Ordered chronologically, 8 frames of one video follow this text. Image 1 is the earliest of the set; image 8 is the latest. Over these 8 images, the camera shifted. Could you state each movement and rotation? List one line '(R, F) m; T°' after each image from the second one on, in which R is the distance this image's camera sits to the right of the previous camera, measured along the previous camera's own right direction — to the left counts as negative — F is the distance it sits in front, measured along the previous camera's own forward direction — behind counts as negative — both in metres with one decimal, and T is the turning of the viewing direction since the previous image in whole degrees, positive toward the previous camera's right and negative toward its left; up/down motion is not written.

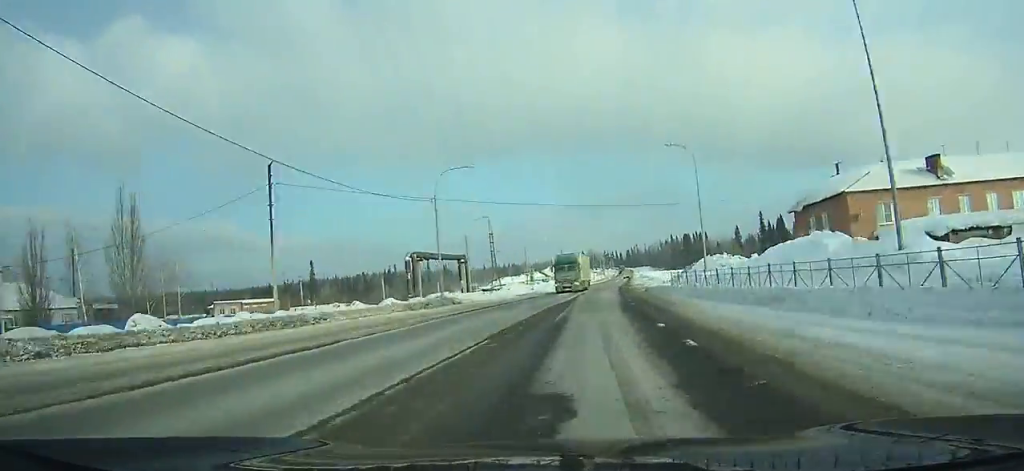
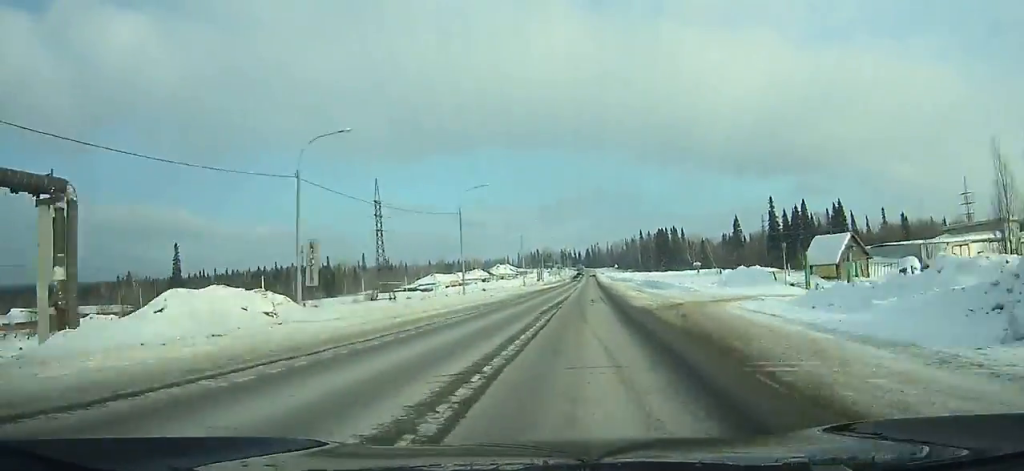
(+2.7, +65.7) m; +4°
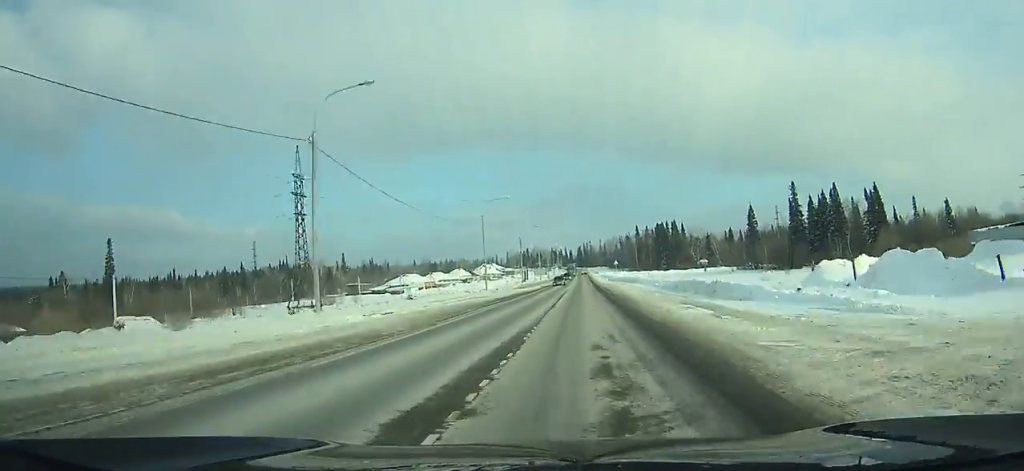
(+0.2, +27.8) m; +1°
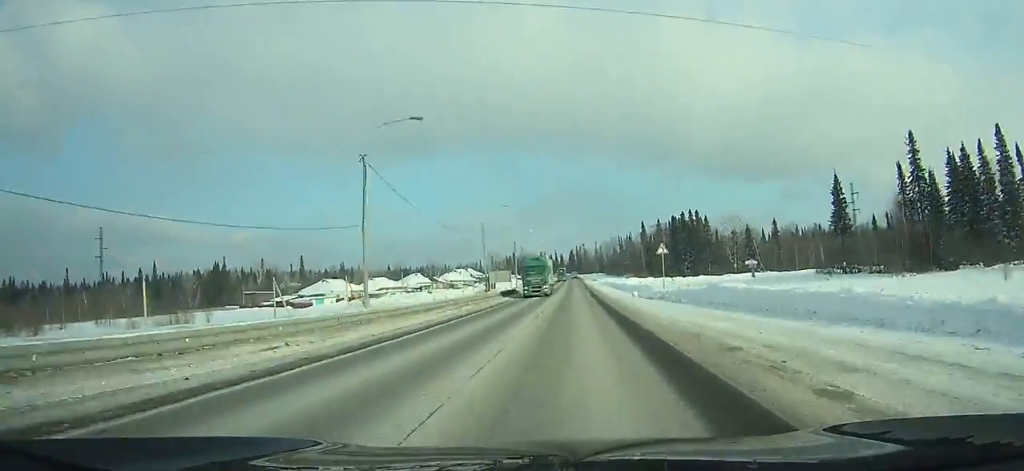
(+0.6, +66.8) m; +1°
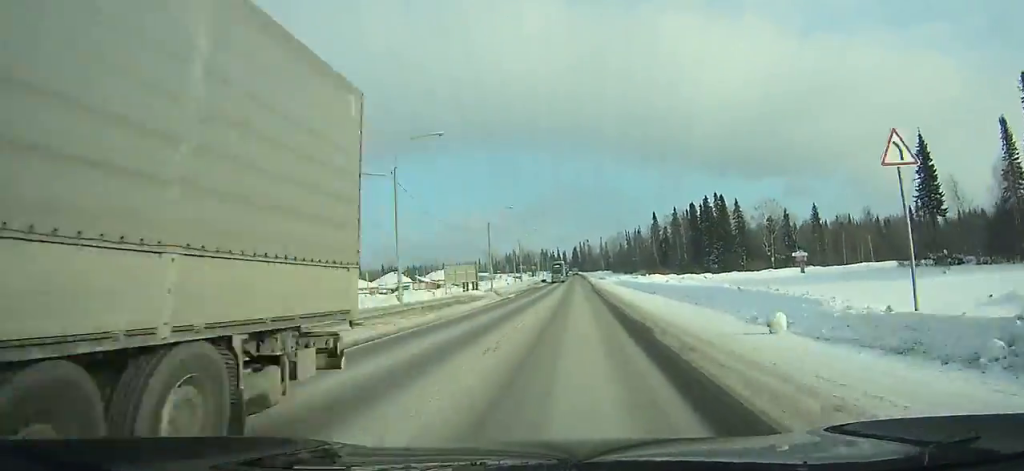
(+0.2, +31.2) m; 0°
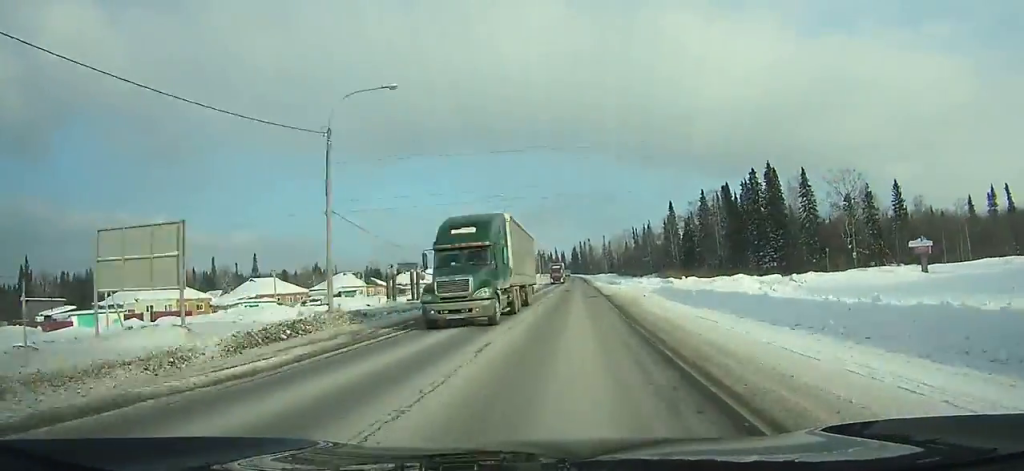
(0.0, +43.4) m; 0°
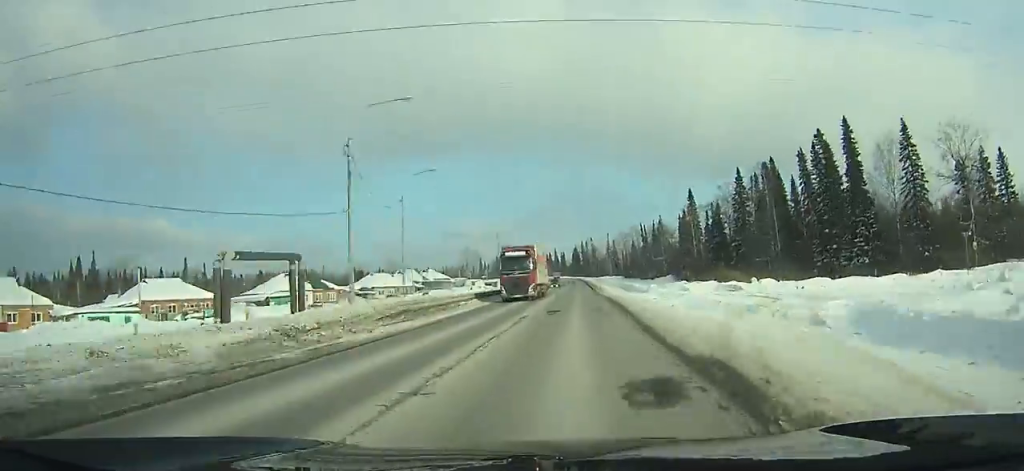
(+0.1, +33.8) m; 0°
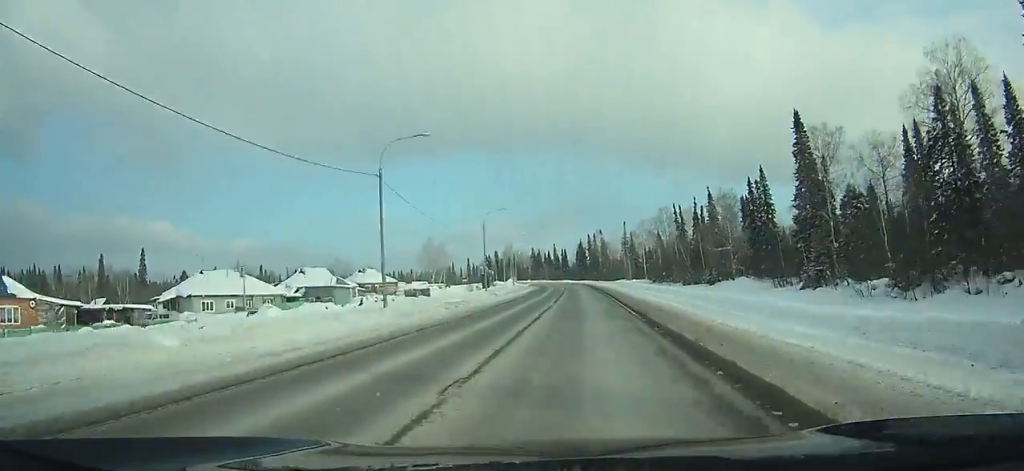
(-0.7, +81.7) m; -1°
